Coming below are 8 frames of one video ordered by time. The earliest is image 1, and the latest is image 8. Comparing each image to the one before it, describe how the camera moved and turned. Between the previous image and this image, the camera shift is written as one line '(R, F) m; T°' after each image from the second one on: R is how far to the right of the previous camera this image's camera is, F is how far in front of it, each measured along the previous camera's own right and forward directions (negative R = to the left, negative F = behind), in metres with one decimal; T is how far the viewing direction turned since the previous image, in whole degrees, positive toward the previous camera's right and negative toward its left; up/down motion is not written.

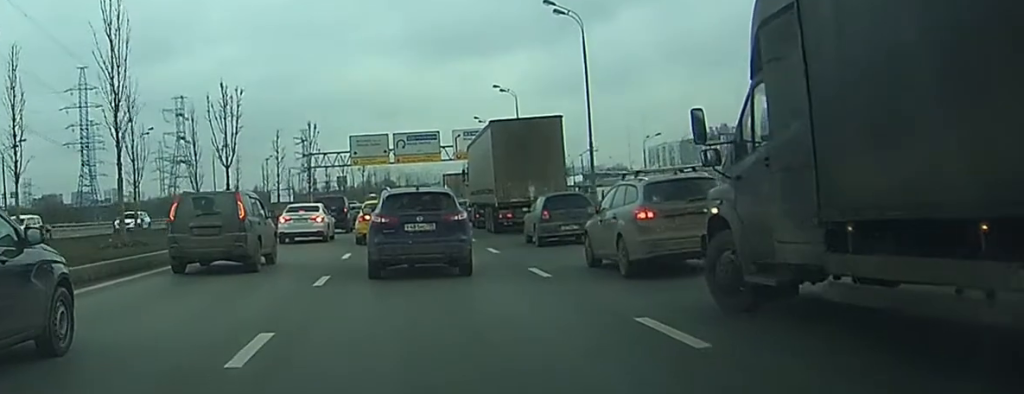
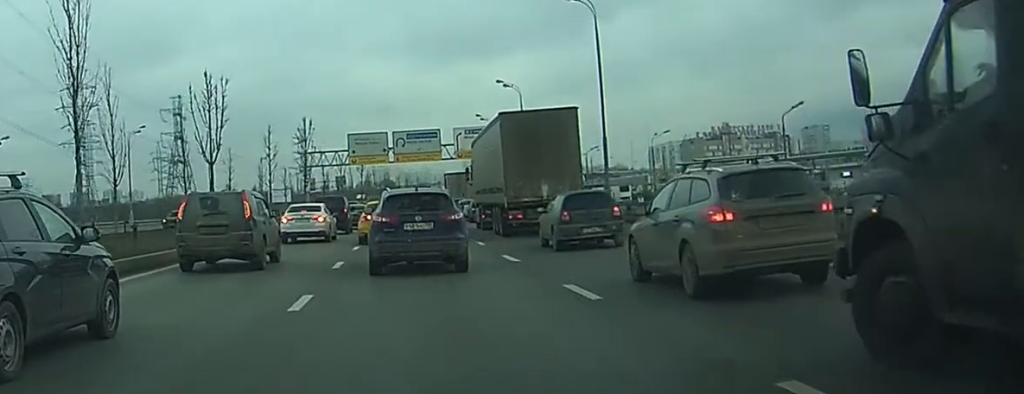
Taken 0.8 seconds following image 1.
(-0.1, +4.1) m; -1°
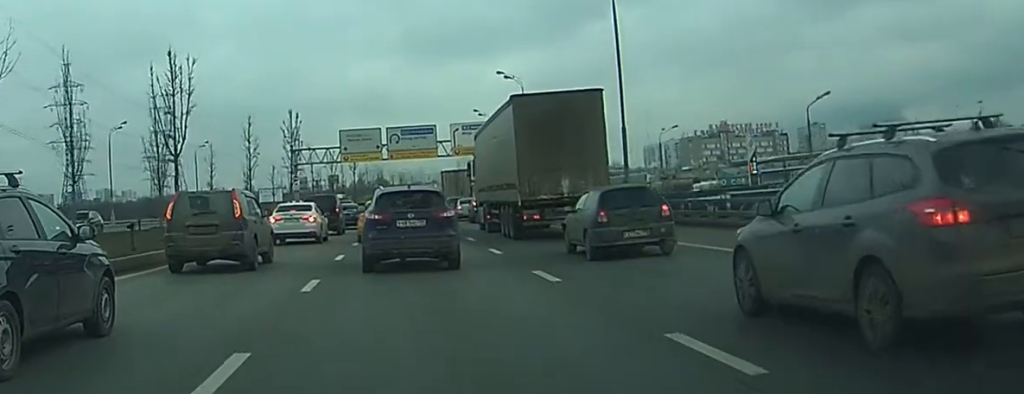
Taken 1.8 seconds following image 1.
(0.0, +5.3) m; +1°
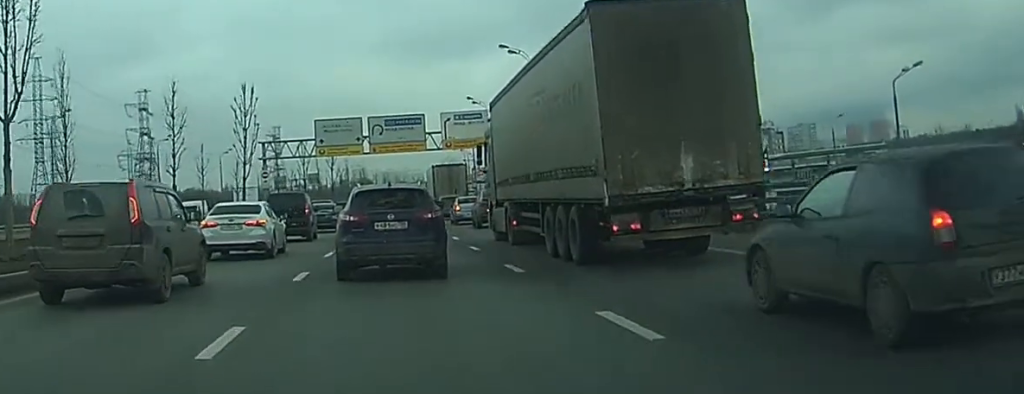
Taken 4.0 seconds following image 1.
(+0.2, +13.1) m; +2°
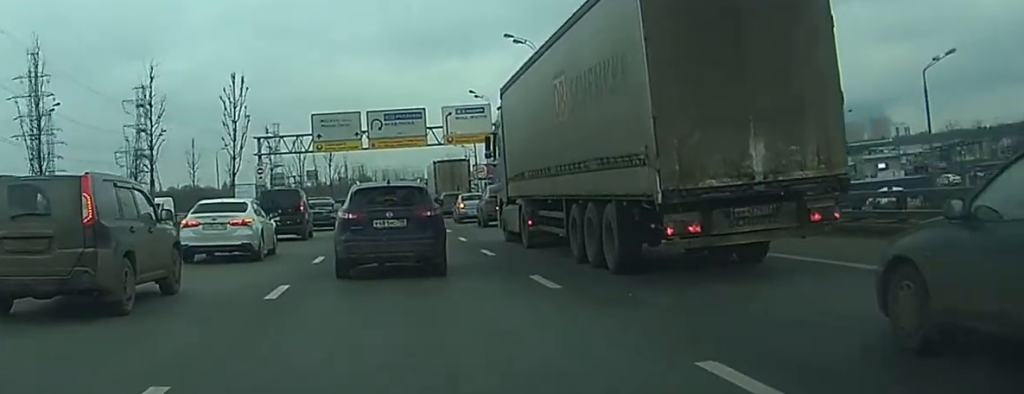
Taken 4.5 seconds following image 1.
(0.0, +3.4) m; +1°
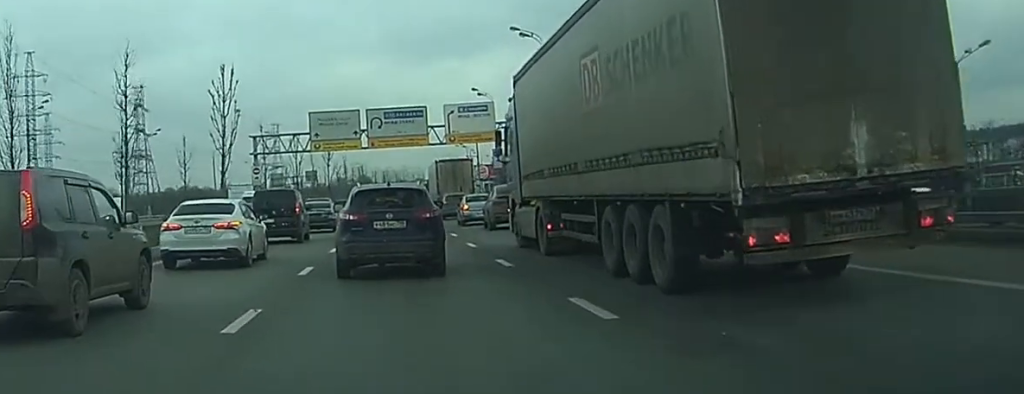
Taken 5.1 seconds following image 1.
(+0.1, +3.4) m; 0°
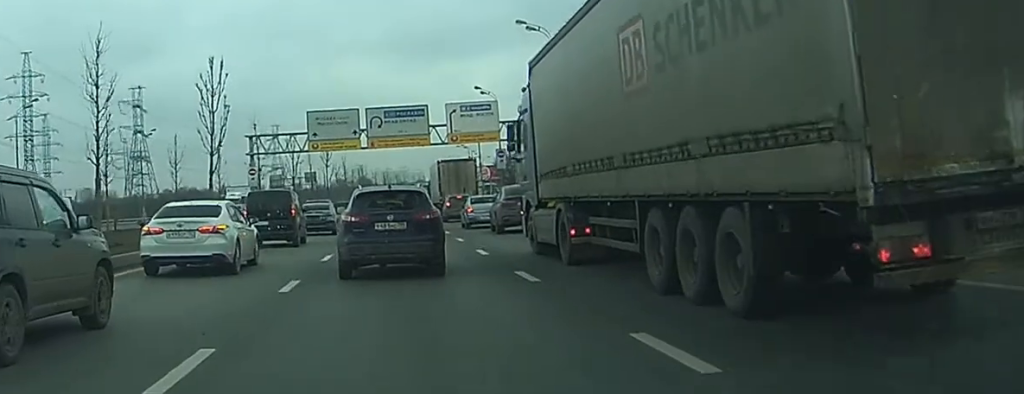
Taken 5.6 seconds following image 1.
(0.0, +3.2) m; 0°
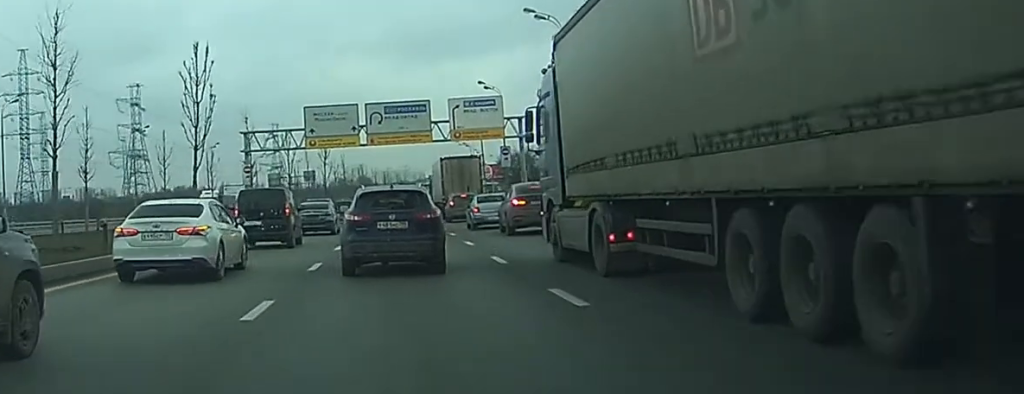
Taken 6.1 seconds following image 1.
(0.0, +3.7) m; +1°
